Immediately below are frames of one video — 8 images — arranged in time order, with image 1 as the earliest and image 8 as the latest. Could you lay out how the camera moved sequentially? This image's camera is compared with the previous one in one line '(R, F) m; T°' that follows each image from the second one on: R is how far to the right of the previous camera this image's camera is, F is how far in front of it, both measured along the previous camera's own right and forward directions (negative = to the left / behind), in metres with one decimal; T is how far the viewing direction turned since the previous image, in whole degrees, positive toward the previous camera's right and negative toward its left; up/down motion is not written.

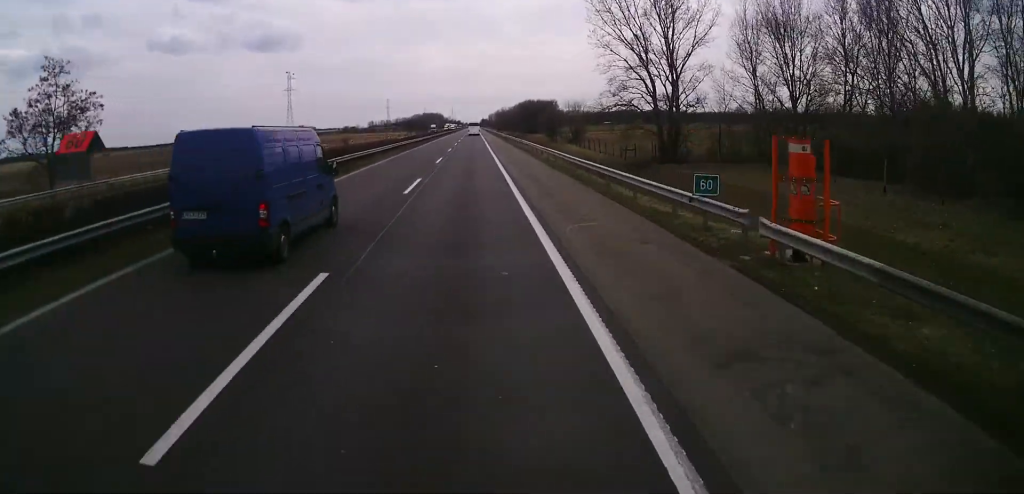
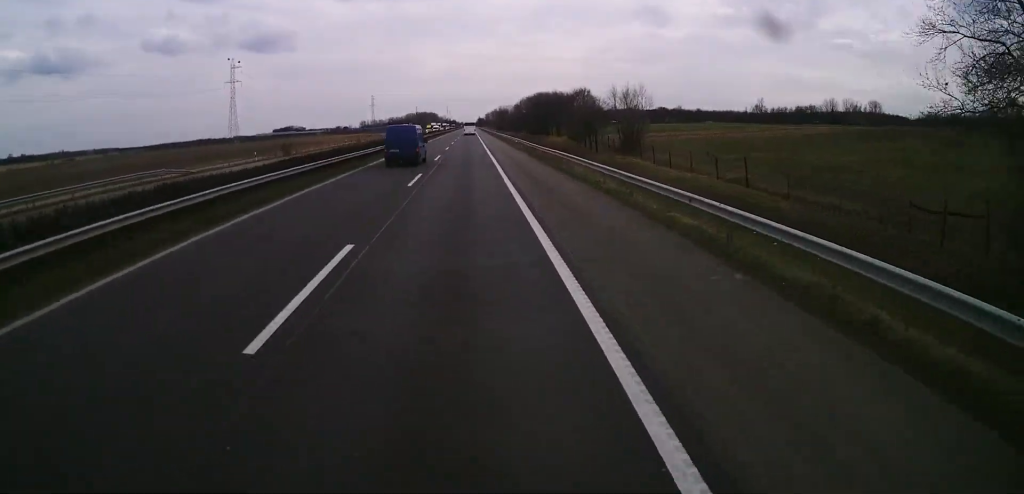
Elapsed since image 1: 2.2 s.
(-0.1, +51.1) m; 0°
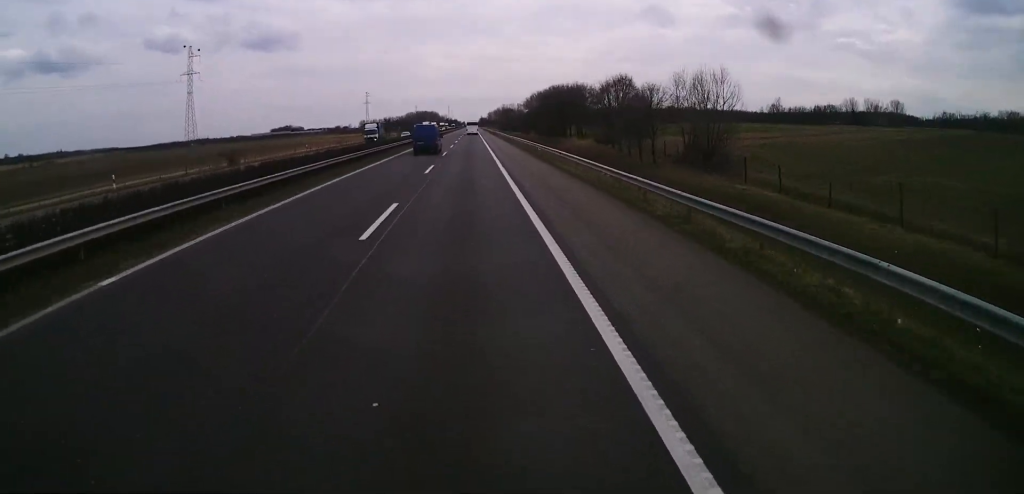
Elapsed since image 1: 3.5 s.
(+0.4, +29.1) m; 0°
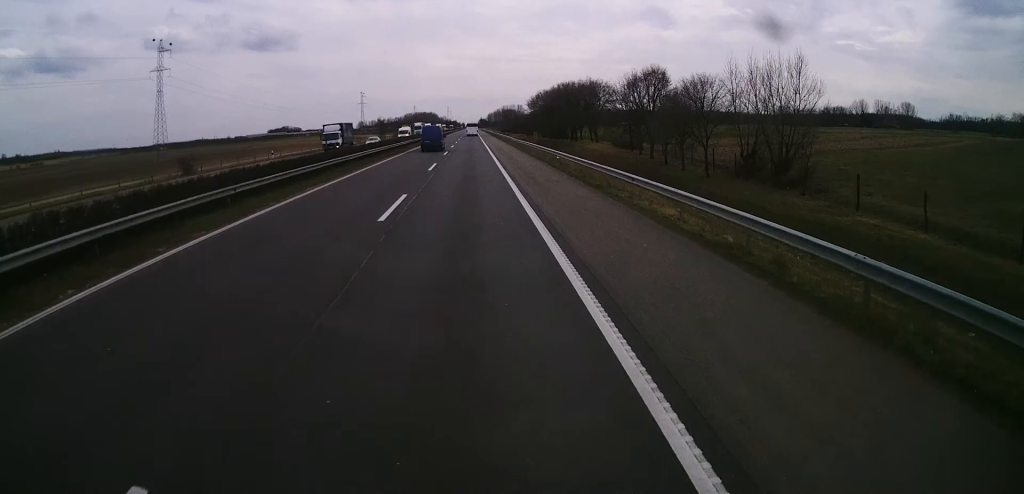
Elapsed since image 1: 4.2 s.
(-0.3, +15.3) m; 0°
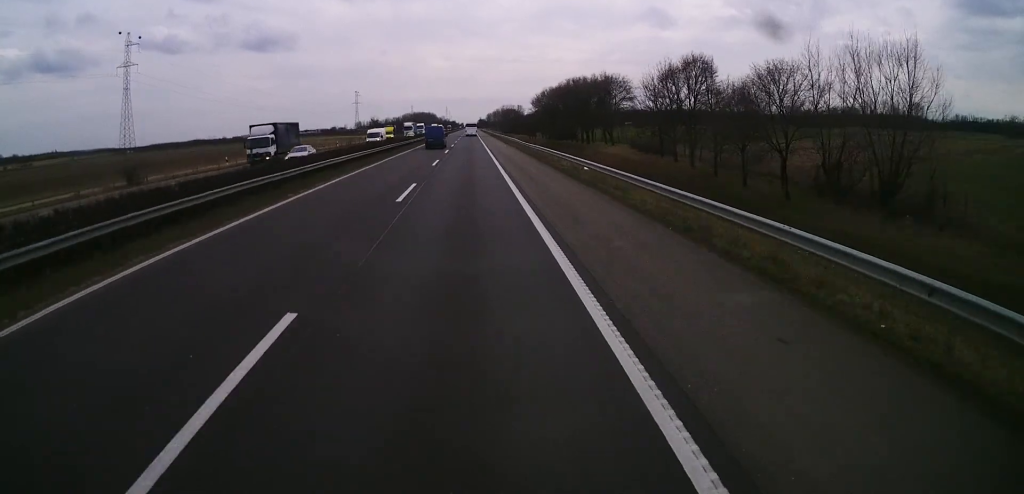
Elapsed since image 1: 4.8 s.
(-0.2, +13.8) m; 0°
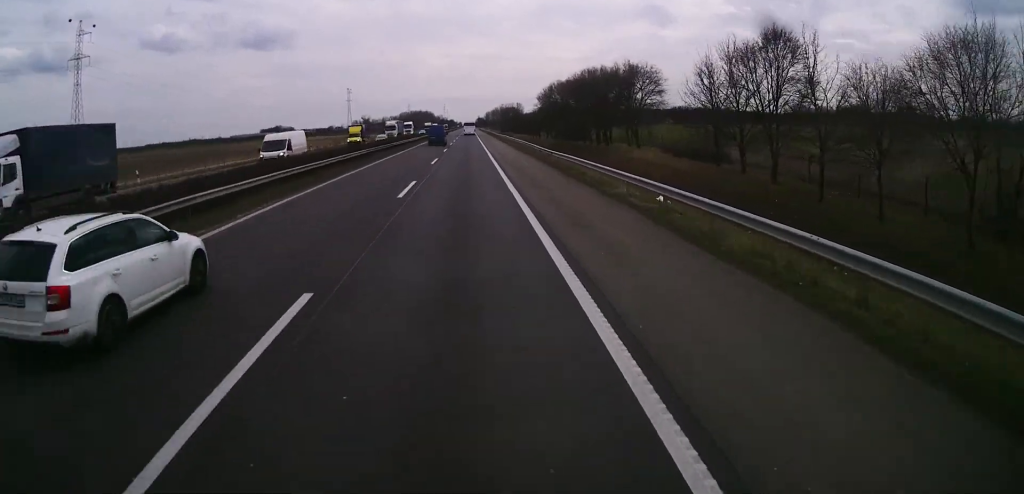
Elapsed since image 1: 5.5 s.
(+0.1, +16.9) m; +1°
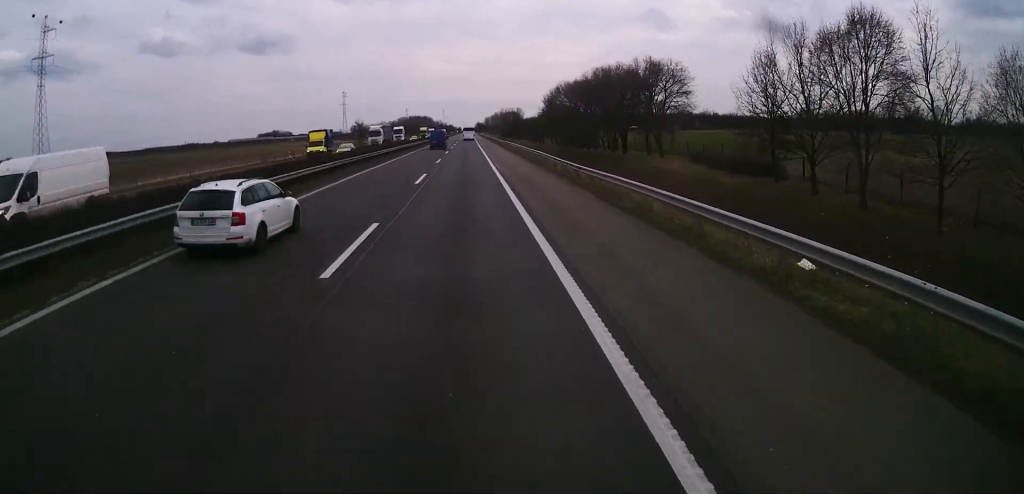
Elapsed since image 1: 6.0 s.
(0.0, +10.7) m; 0°
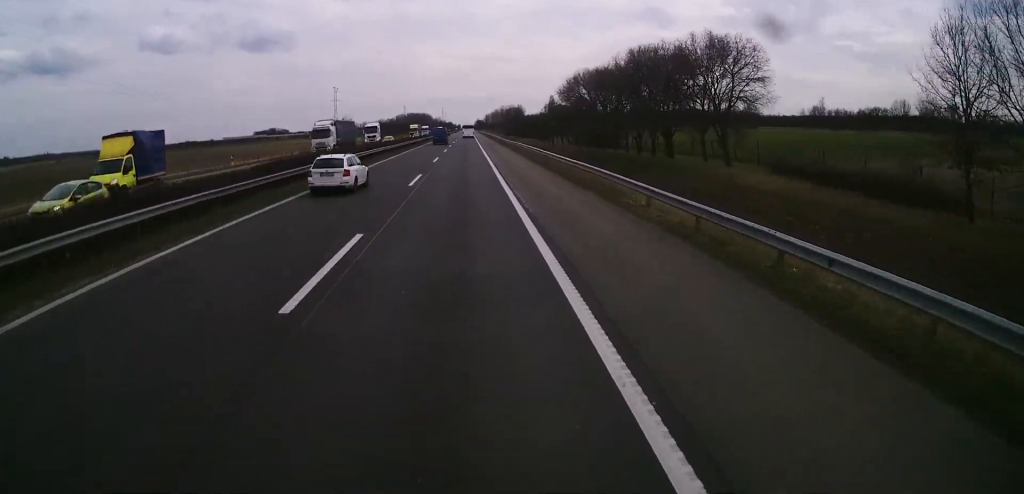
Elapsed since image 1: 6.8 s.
(0.0, +19.9) m; 0°
